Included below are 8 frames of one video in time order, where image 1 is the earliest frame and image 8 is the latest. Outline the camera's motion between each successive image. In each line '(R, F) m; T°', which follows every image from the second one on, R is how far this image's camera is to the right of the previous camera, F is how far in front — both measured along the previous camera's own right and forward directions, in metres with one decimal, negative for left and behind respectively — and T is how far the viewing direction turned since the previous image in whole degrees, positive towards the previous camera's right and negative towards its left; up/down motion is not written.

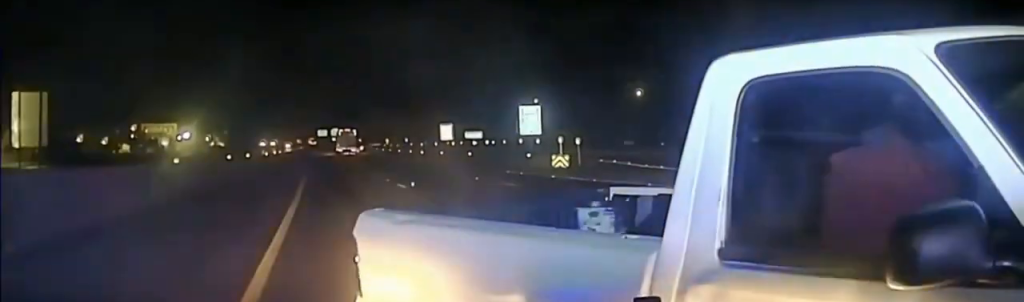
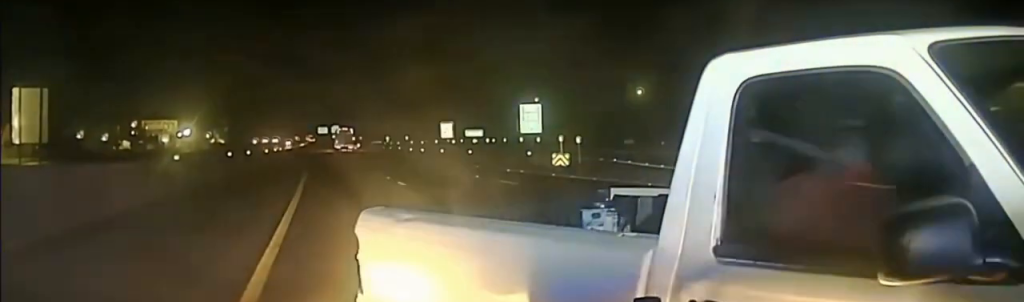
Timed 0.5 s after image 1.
(0.0, +0.4) m; 0°
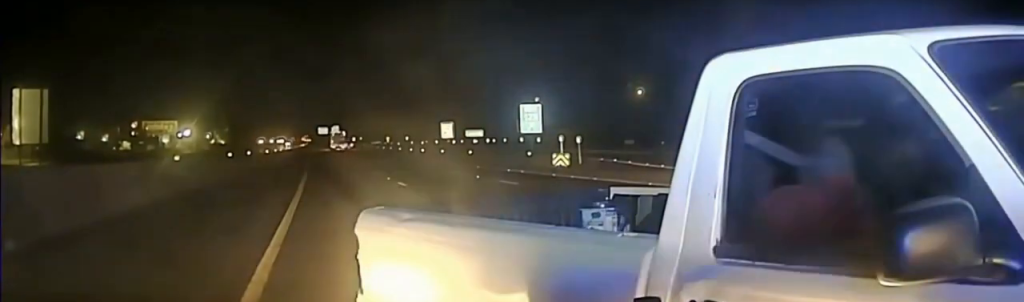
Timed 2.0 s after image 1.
(0.0, 0.0) m; 0°
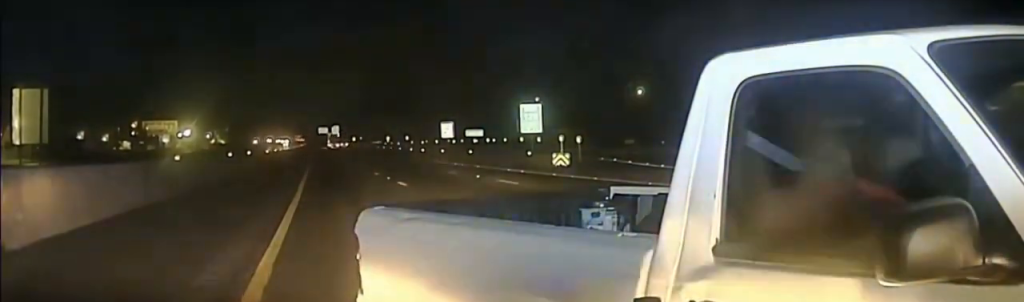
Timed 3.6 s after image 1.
(0.0, 0.0) m; 0°
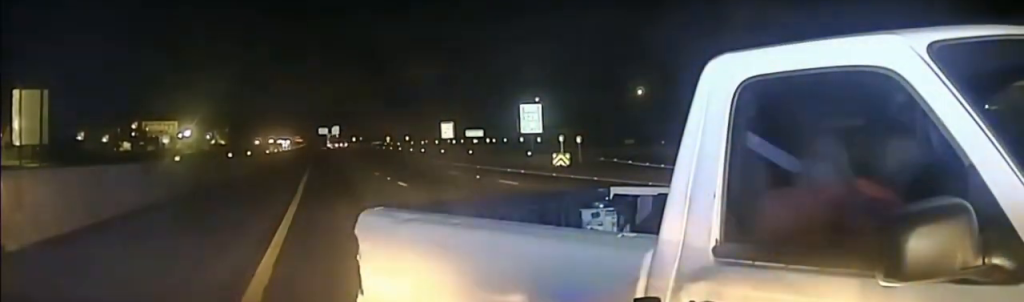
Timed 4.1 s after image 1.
(0.0, 0.0) m; 0°
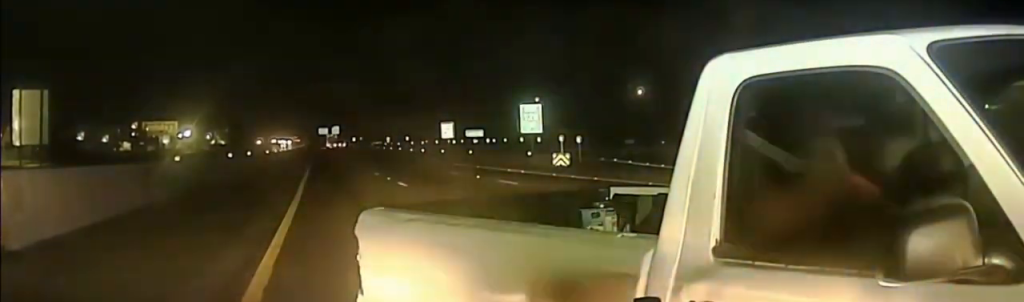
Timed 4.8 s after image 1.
(0.0, 0.0) m; 0°
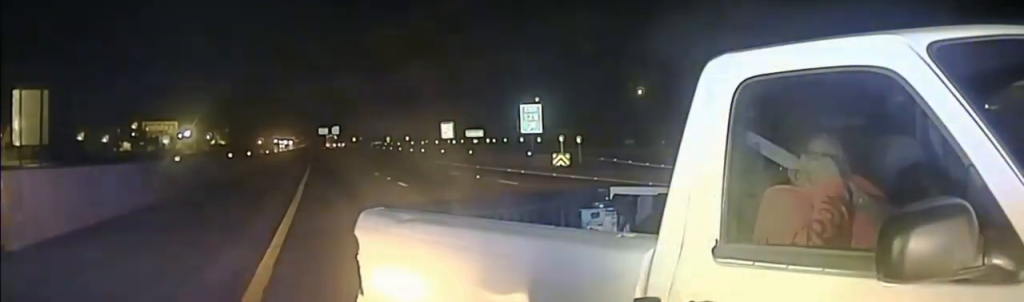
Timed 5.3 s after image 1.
(0.0, 0.0) m; 0°
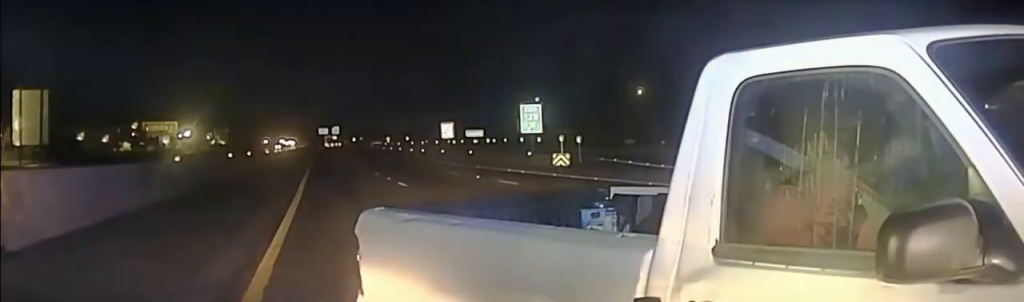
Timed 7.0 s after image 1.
(0.0, 0.0) m; 0°
